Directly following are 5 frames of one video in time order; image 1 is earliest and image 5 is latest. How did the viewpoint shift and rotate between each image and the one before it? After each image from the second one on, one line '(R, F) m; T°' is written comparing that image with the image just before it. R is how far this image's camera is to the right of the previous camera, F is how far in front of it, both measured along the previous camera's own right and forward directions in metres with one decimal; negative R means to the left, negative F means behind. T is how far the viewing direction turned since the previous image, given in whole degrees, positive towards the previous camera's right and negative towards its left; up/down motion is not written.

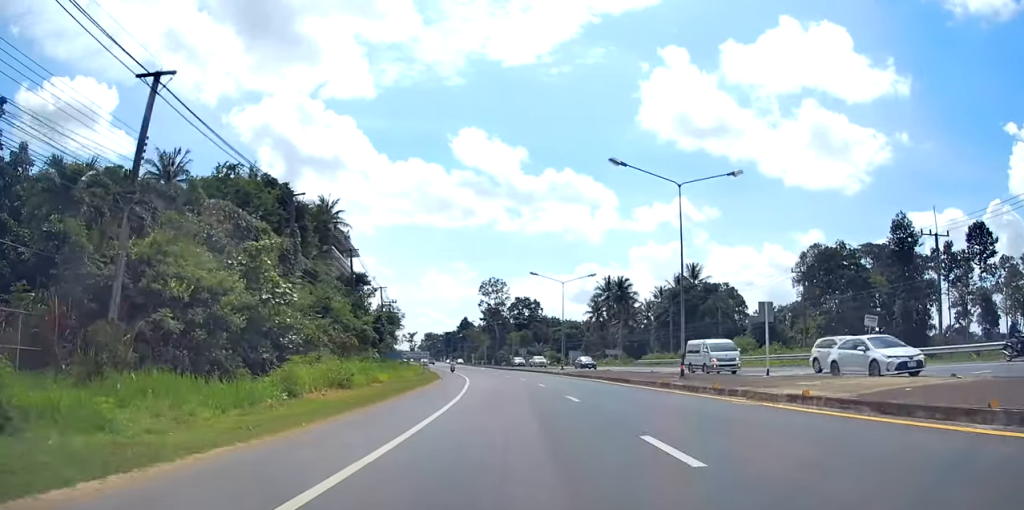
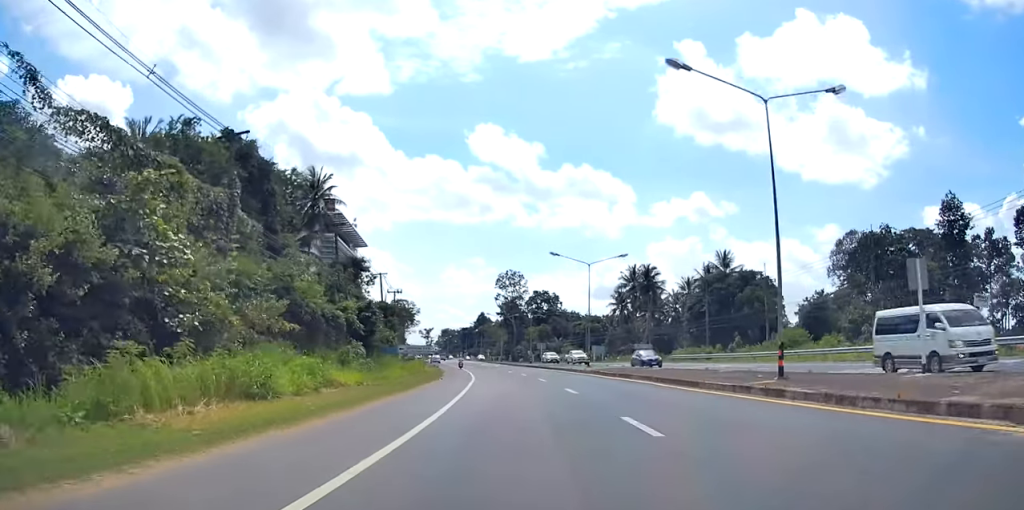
(-0.4, +9.6) m; -2°
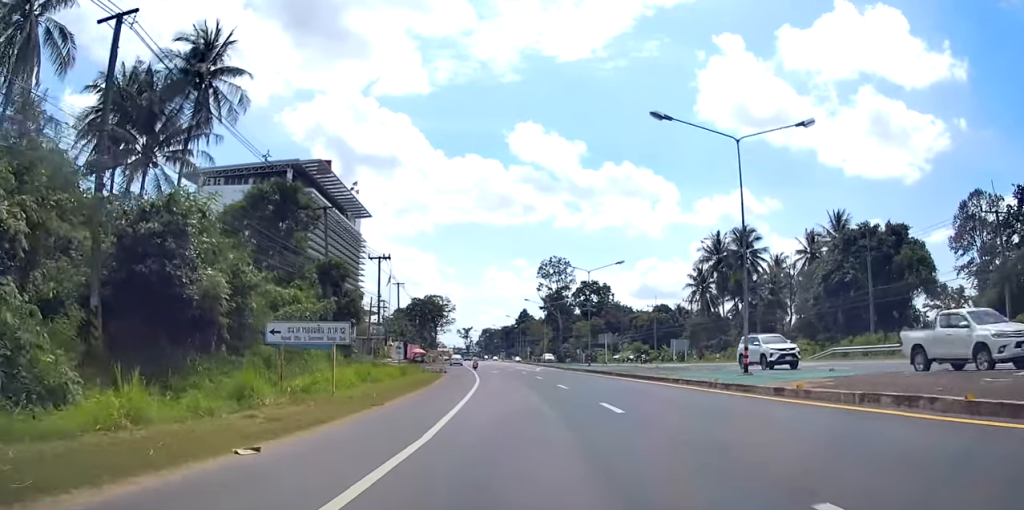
(-0.9, +31.1) m; -3°
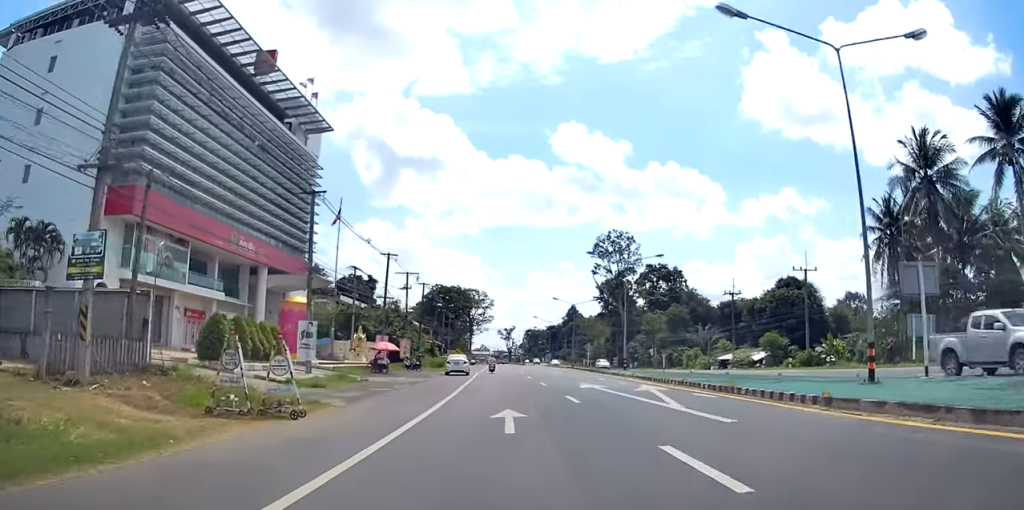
(-1.3, +43.5) m; -3°
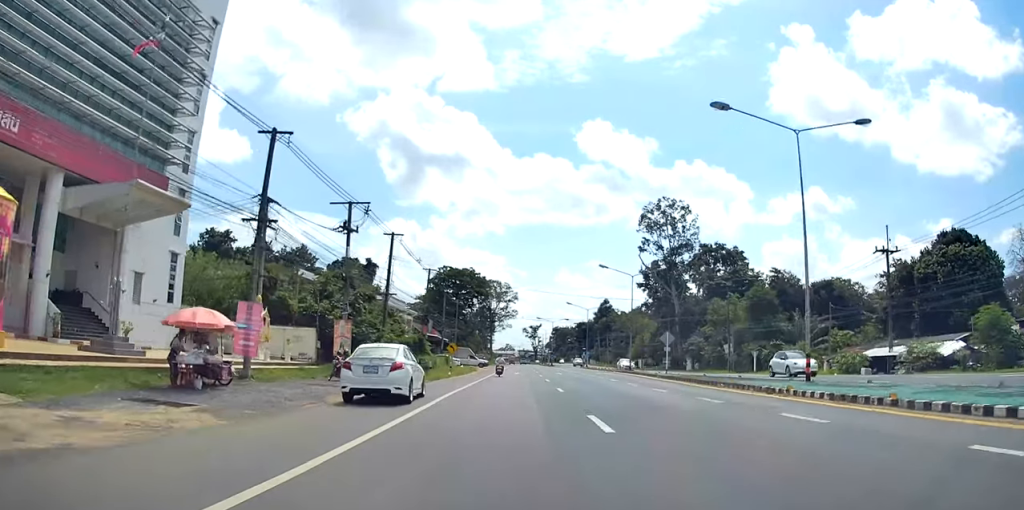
(-0.5, +30.3) m; -1°
